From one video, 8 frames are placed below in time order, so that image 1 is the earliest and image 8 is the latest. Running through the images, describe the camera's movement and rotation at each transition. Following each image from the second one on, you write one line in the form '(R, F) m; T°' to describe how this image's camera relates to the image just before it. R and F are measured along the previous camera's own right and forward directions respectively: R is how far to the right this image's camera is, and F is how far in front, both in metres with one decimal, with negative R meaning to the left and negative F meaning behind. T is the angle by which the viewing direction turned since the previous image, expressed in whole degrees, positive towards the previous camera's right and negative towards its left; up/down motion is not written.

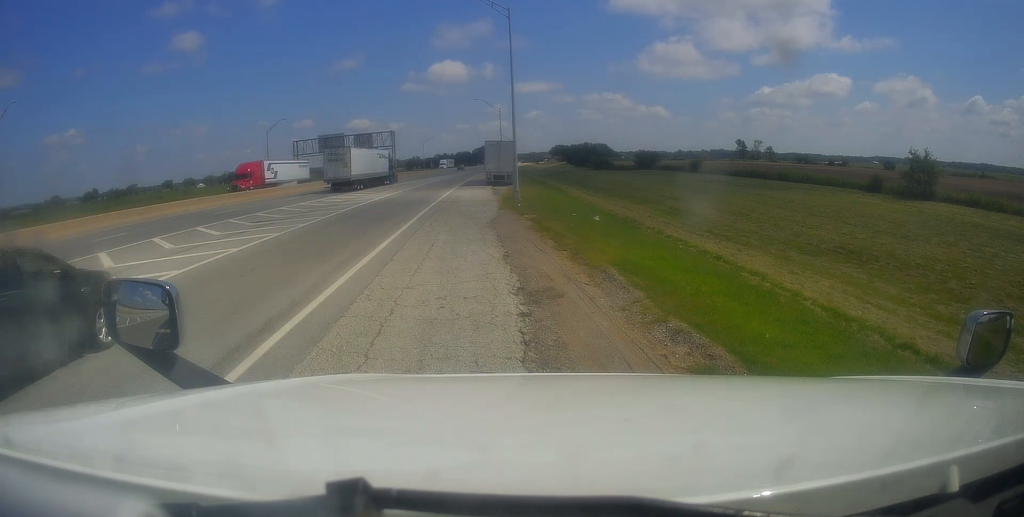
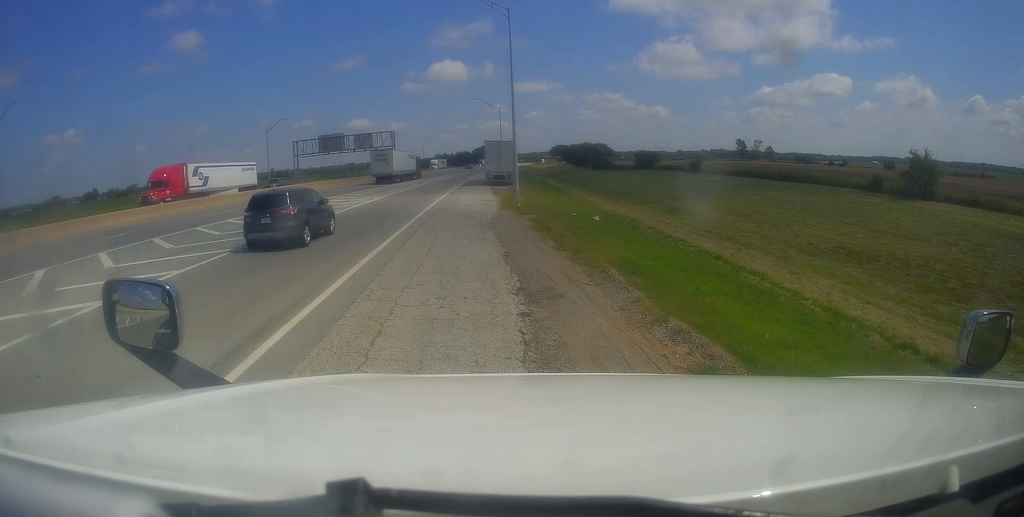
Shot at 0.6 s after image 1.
(0.0, 0.0) m; 0°
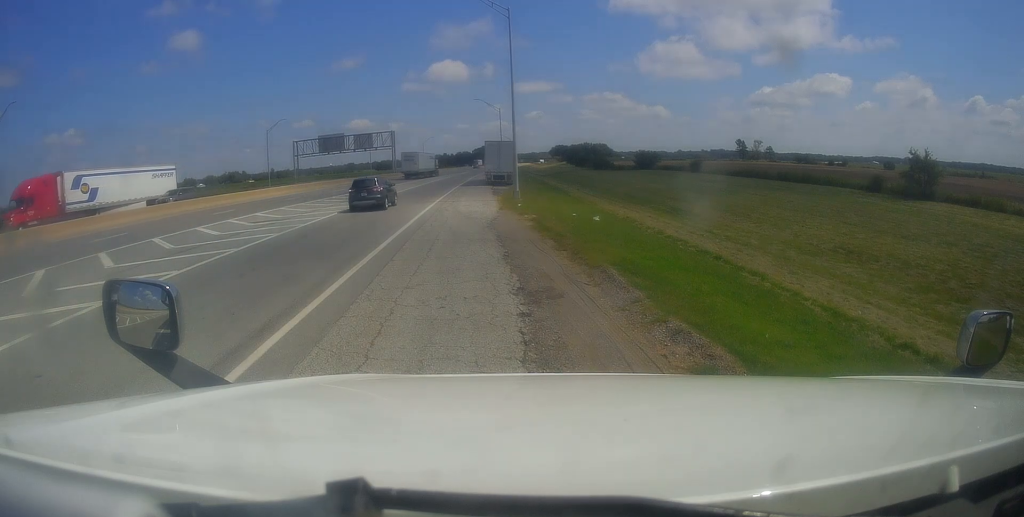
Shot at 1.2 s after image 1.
(0.0, 0.0) m; 0°
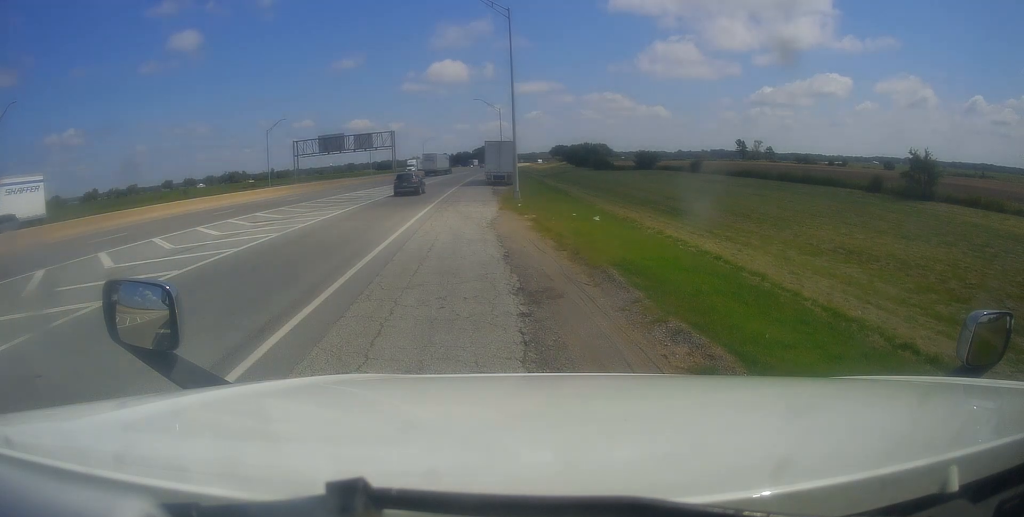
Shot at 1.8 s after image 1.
(0.0, 0.0) m; 0°
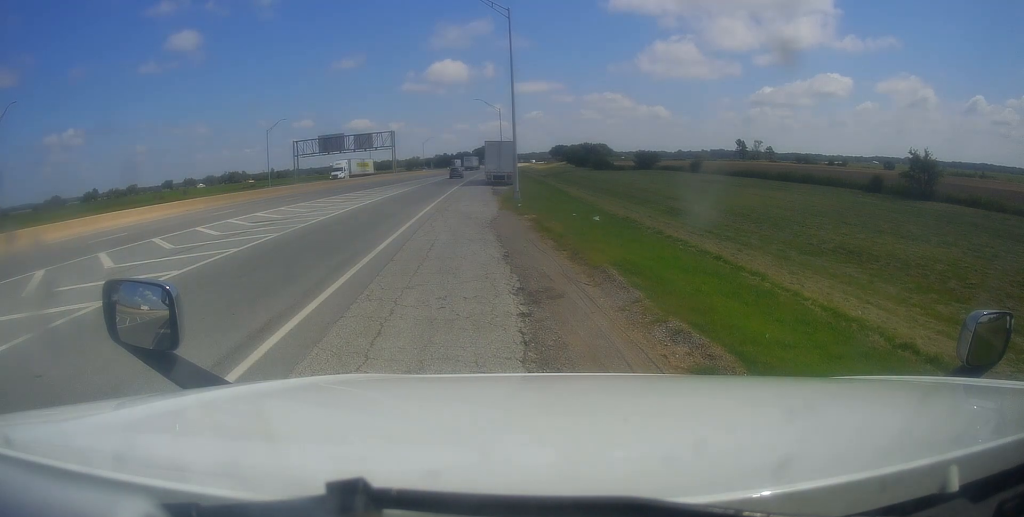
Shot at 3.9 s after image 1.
(0.0, 0.0) m; 0°
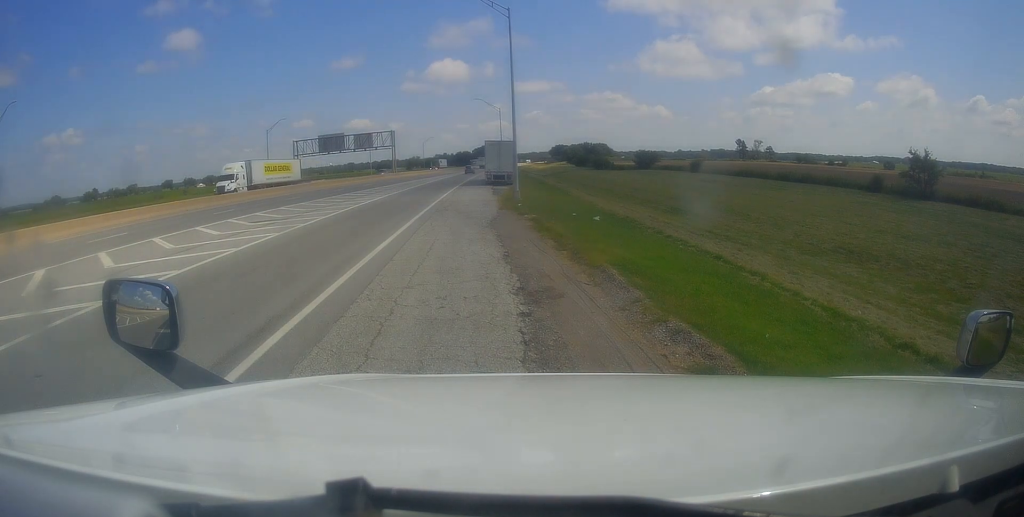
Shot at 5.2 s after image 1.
(0.0, 0.0) m; 0°
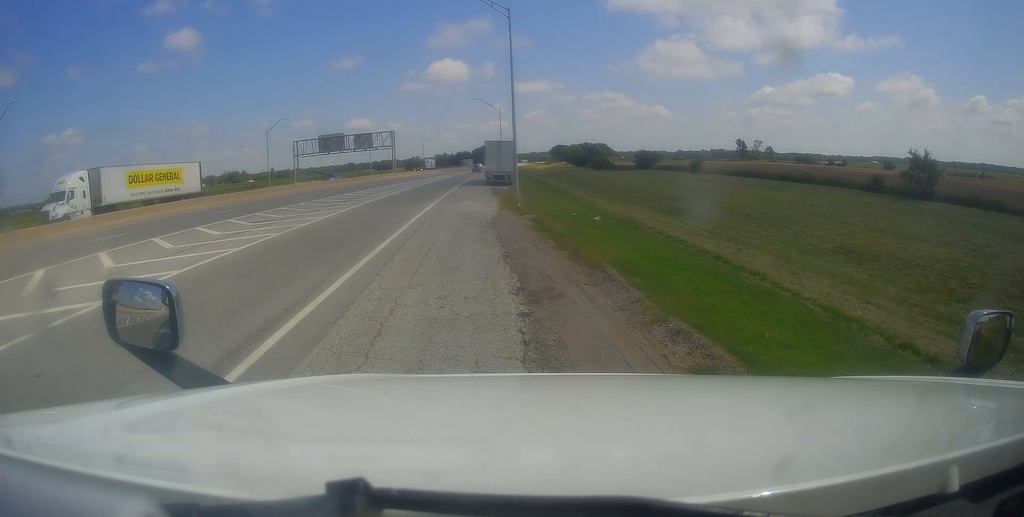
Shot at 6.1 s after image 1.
(0.0, 0.0) m; 0°
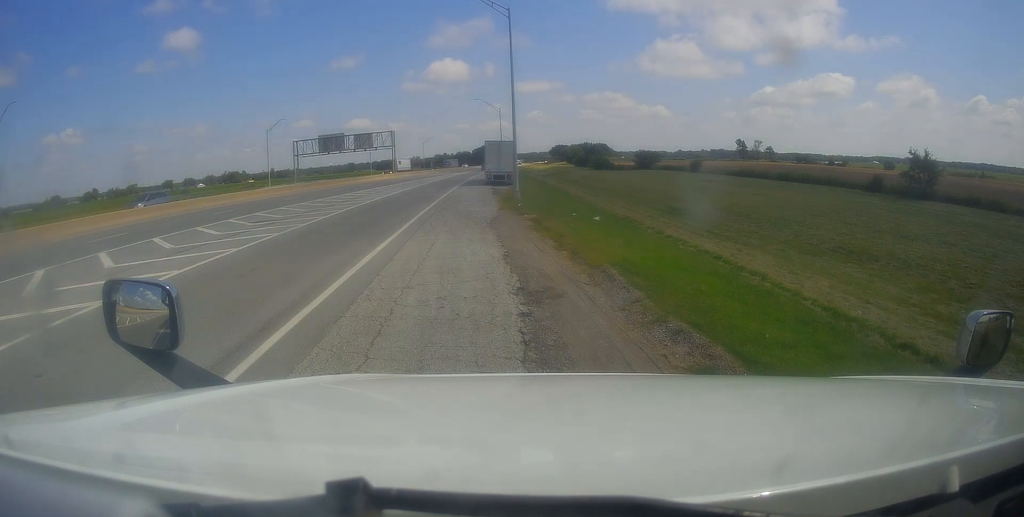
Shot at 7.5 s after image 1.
(0.0, 0.0) m; 0°
